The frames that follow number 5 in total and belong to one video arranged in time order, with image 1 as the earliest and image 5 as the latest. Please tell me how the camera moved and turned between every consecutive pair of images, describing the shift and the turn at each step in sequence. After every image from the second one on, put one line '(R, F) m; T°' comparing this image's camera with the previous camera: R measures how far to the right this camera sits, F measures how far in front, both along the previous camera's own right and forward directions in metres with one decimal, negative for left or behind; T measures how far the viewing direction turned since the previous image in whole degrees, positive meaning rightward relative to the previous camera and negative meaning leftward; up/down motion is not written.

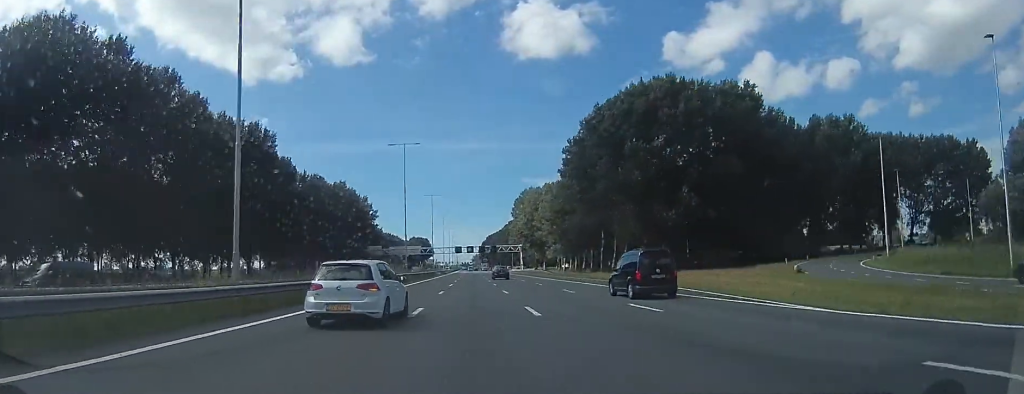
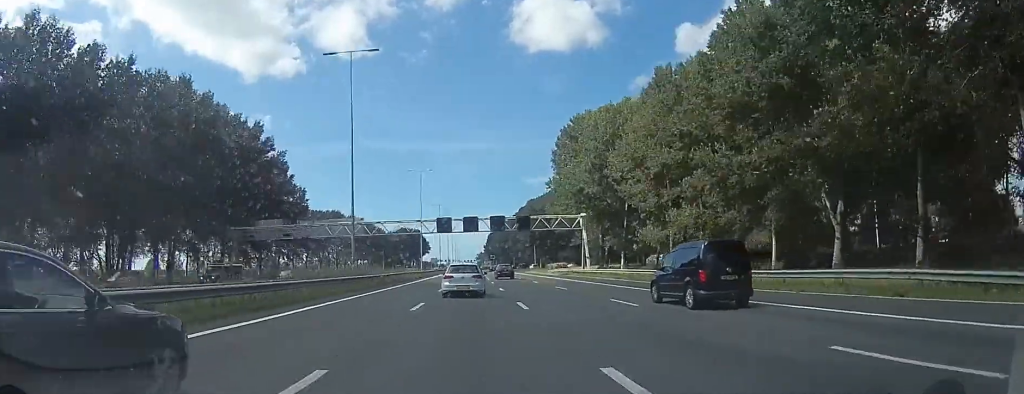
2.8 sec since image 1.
(+0.9, +82.5) m; 0°
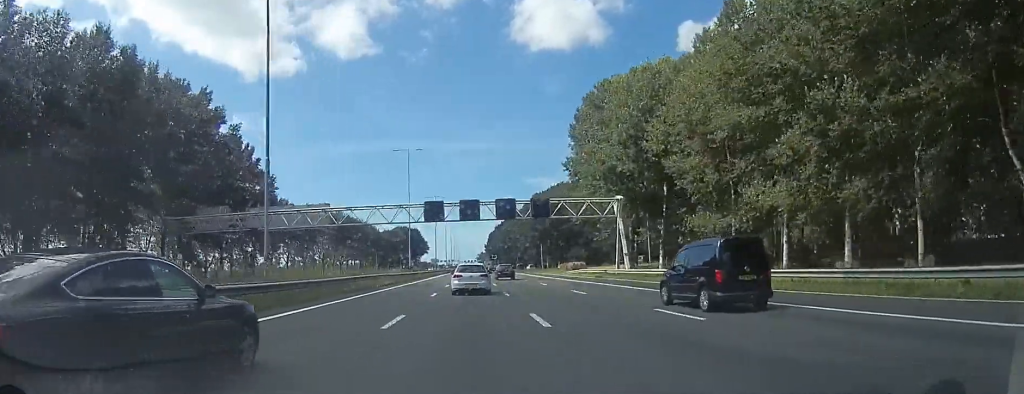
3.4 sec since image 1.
(-0.4, +16.8) m; 0°
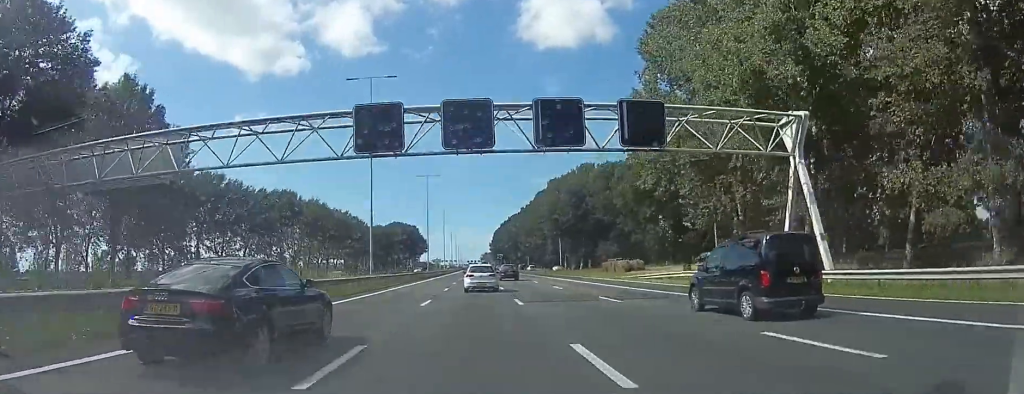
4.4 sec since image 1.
(+0.3, +29.6) m; 0°
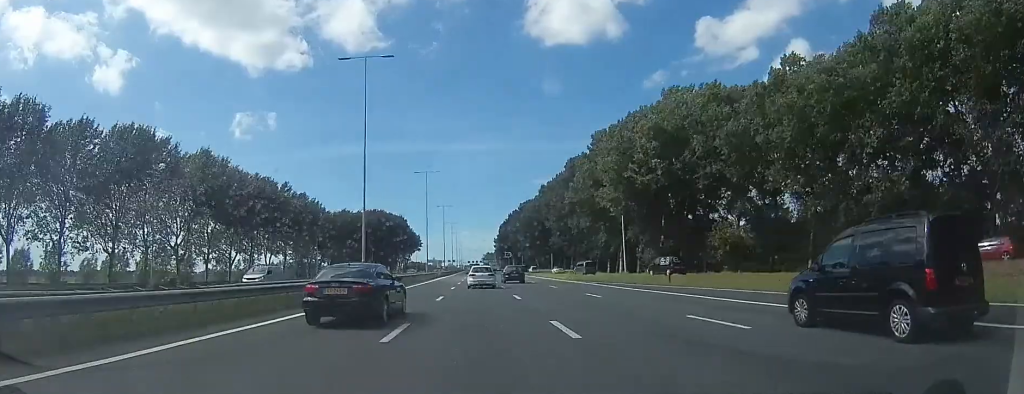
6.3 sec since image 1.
(-0.1, +56.1) m; 0°
